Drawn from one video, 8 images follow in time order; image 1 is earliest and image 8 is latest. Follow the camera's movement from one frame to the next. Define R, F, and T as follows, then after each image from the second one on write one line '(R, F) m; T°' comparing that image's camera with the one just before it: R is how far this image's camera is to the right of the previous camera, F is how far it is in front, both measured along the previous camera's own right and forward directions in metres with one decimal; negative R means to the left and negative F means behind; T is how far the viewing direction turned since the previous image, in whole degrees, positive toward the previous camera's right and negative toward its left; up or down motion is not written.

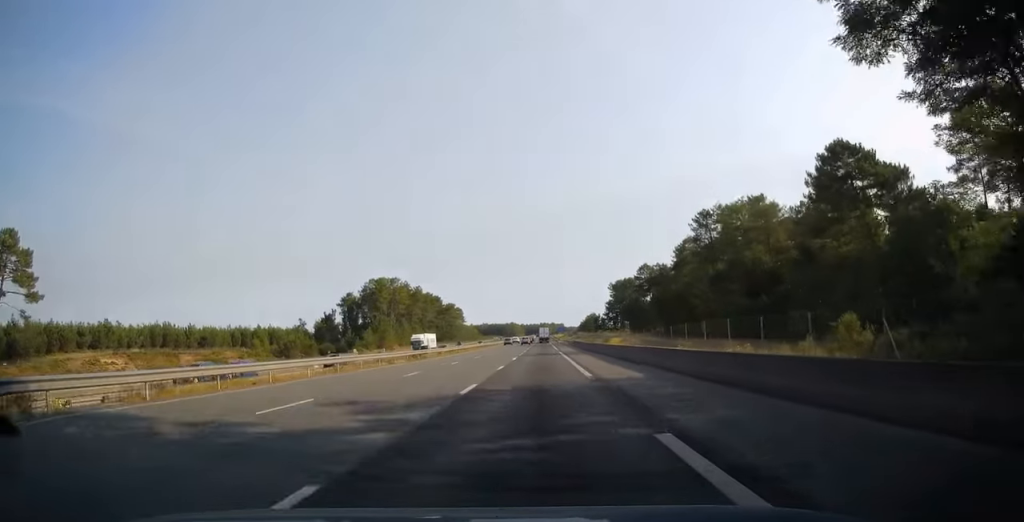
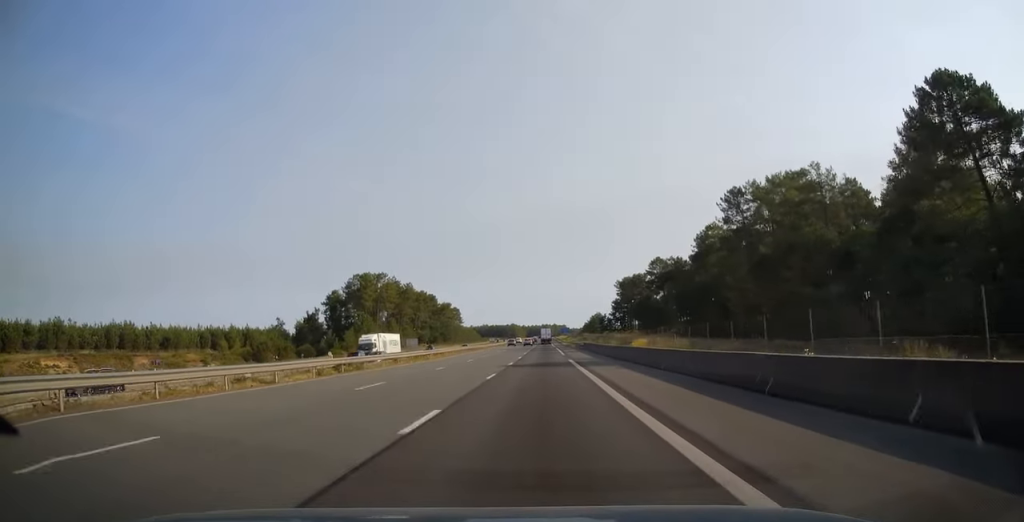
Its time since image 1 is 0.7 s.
(0.0, +19.6) m; 0°
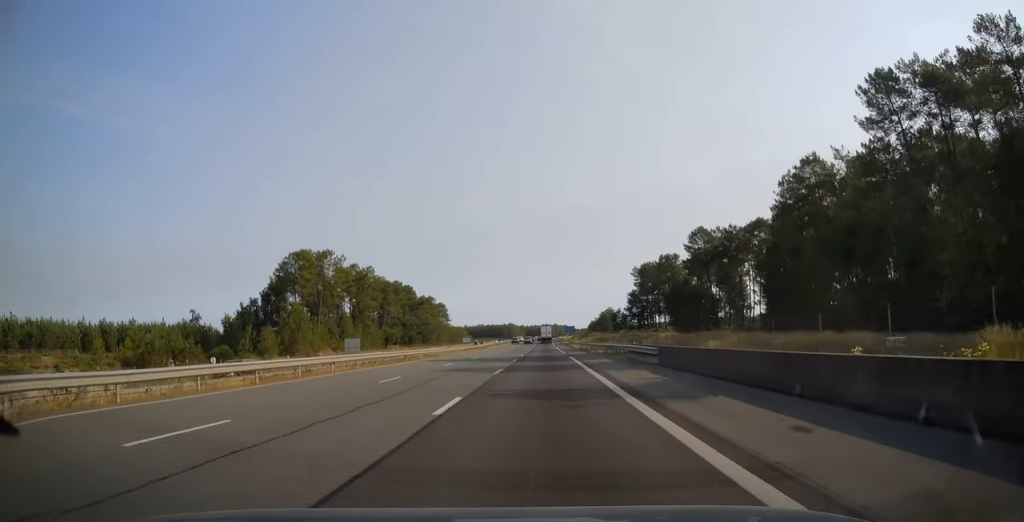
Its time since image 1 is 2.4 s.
(-0.1, +49.9) m; 0°
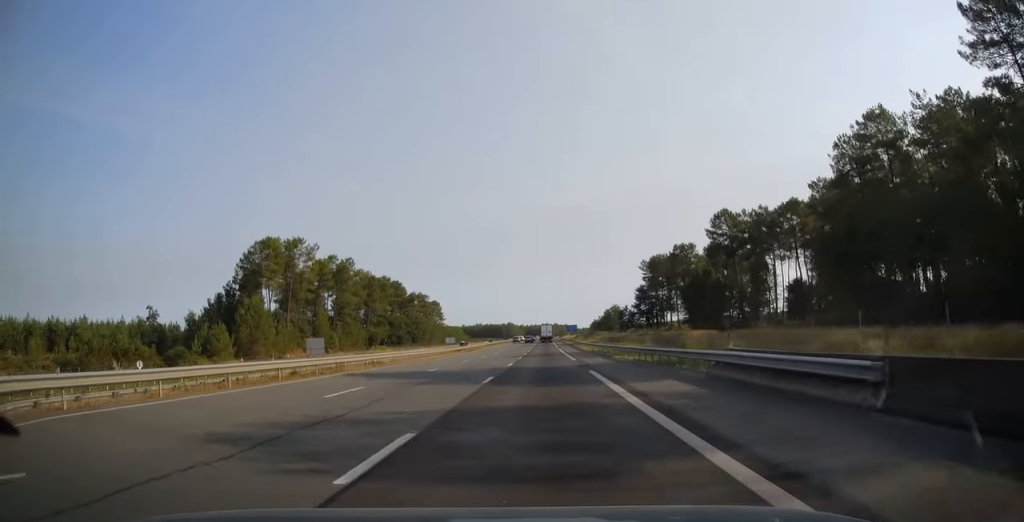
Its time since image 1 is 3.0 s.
(0.0, +18.1) m; 0°
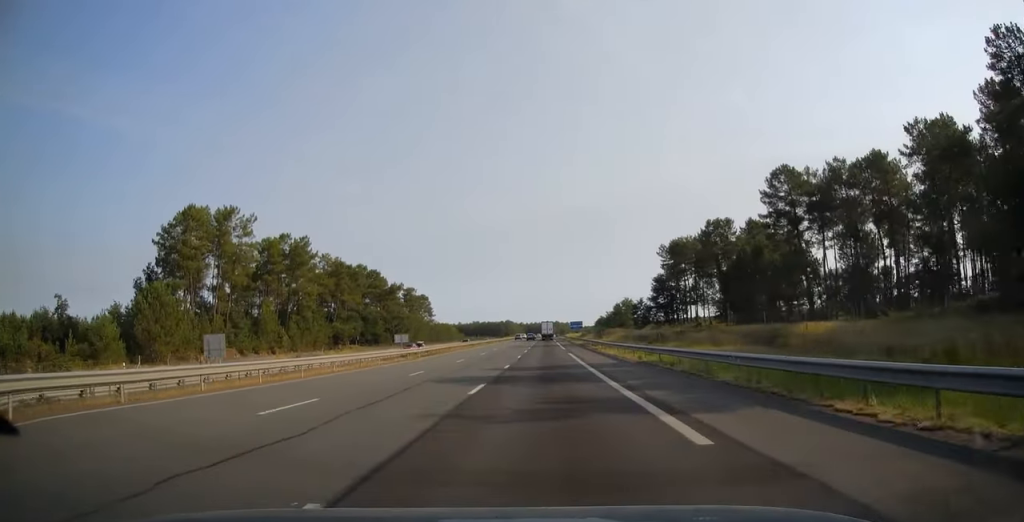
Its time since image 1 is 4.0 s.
(0.0, +29.8) m; 0°
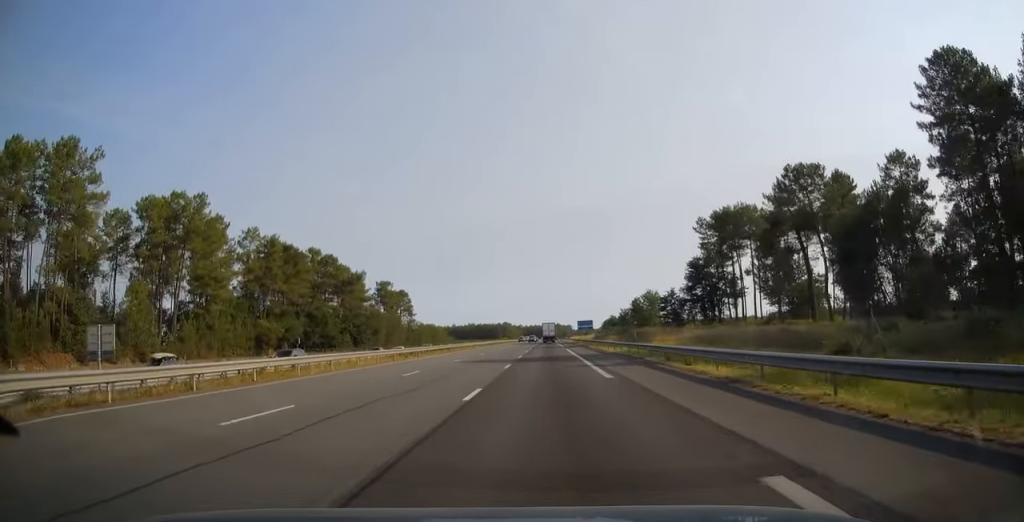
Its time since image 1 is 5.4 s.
(-0.1, +40.7) m; 0°
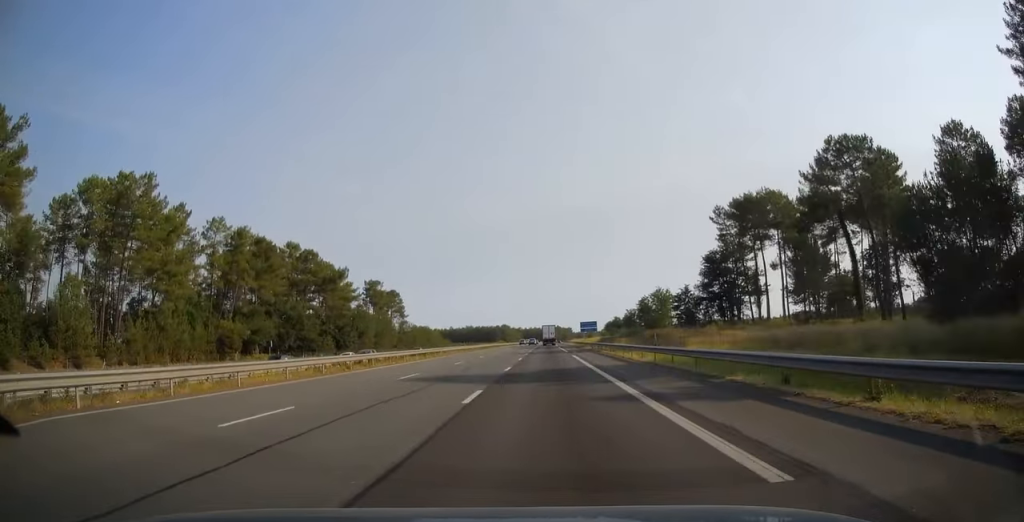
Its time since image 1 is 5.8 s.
(0.0, +13.2) m; 0°
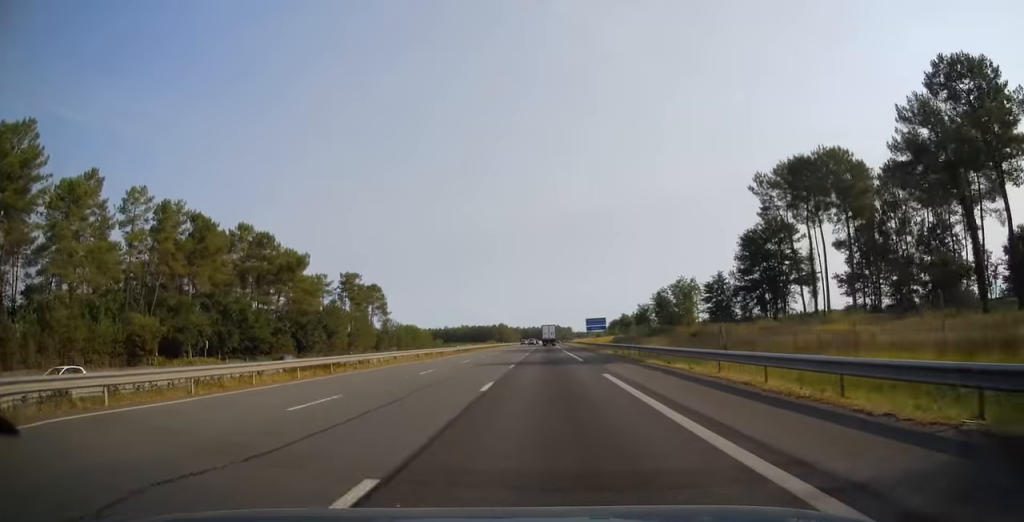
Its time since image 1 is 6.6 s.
(0.0, +23.0) m; 0°
